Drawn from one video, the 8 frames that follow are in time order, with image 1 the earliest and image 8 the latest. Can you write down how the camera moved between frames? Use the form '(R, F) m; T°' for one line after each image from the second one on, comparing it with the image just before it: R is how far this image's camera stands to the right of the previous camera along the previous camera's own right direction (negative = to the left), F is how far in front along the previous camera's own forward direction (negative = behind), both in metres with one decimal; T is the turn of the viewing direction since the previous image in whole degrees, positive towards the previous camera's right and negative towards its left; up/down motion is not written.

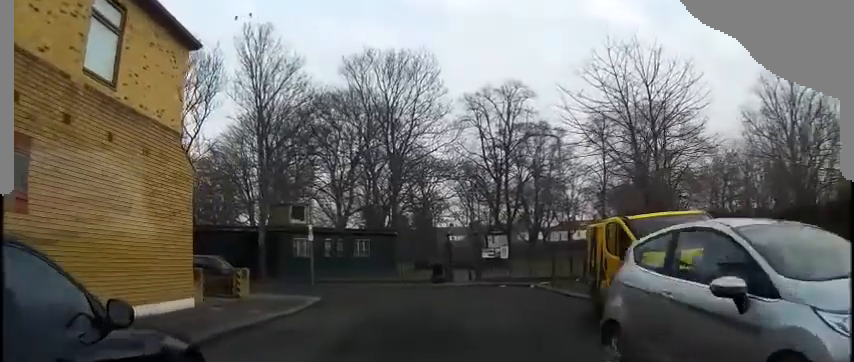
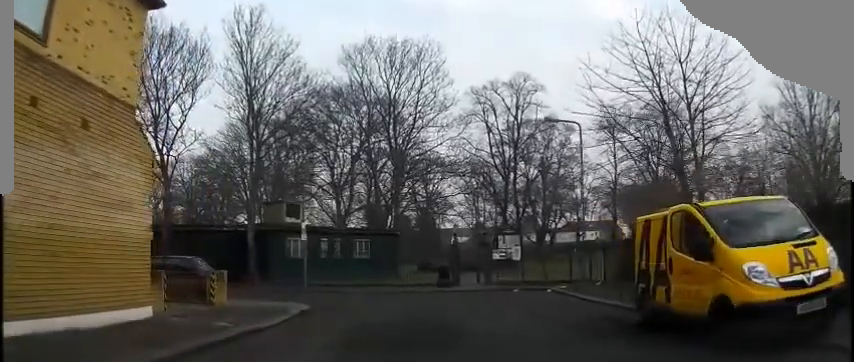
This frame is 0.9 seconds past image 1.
(0.0, +2.9) m; +1°
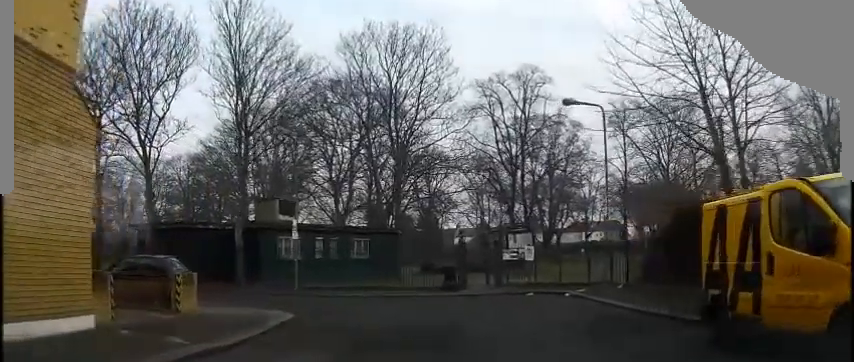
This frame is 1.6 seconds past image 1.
(0.0, +2.7) m; 0°
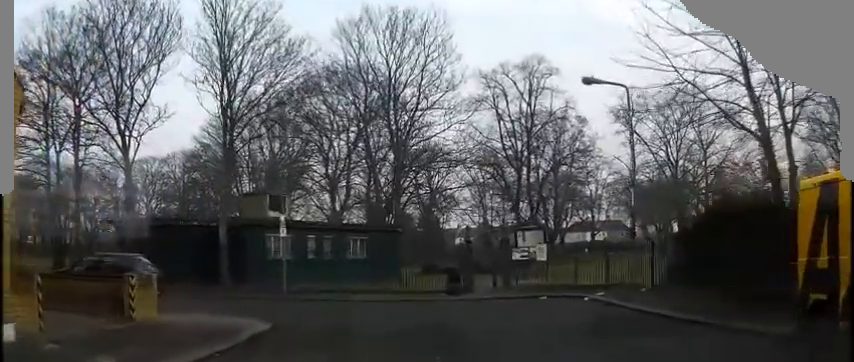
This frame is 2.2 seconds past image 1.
(0.0, +2.4) m; 0°
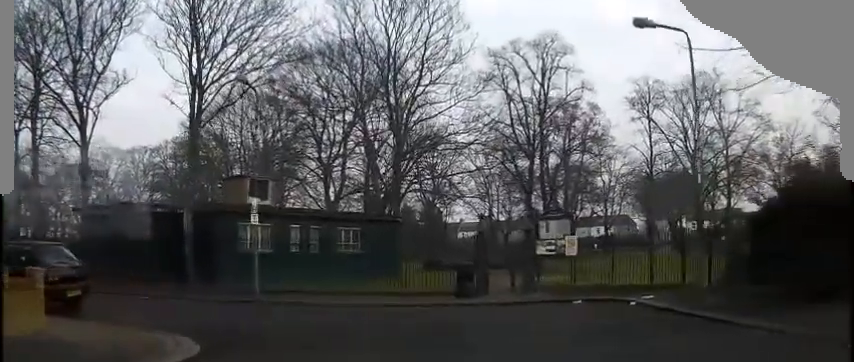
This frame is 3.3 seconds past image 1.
(-0.1, +4.2) m; -1°
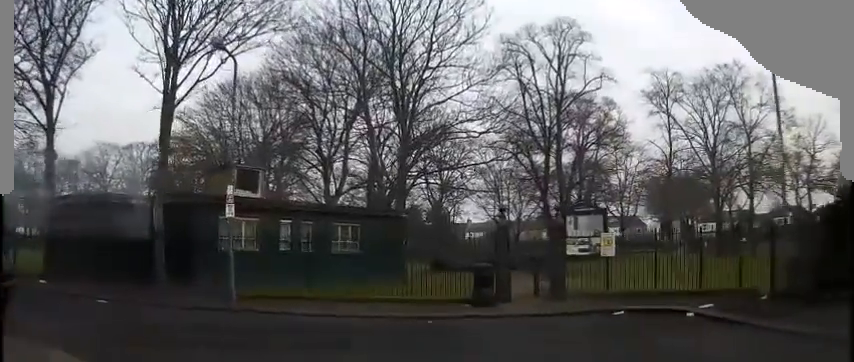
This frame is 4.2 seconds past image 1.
(0.0, +3.2) m; +2°
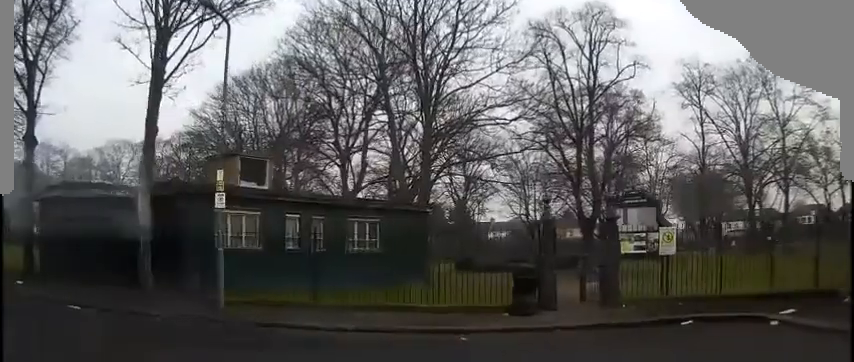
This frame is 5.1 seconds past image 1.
(+0.1, +2.6) m; +4°
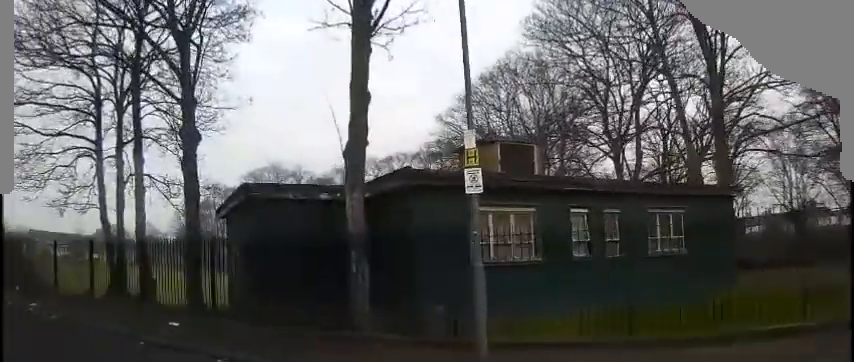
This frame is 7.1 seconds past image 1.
(0.0, +4.6) m; -25°
